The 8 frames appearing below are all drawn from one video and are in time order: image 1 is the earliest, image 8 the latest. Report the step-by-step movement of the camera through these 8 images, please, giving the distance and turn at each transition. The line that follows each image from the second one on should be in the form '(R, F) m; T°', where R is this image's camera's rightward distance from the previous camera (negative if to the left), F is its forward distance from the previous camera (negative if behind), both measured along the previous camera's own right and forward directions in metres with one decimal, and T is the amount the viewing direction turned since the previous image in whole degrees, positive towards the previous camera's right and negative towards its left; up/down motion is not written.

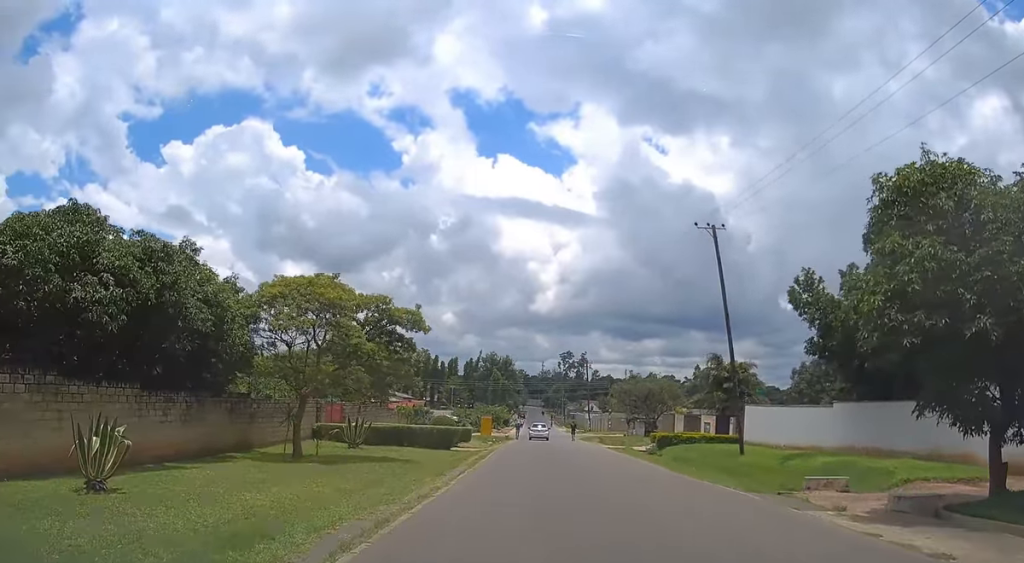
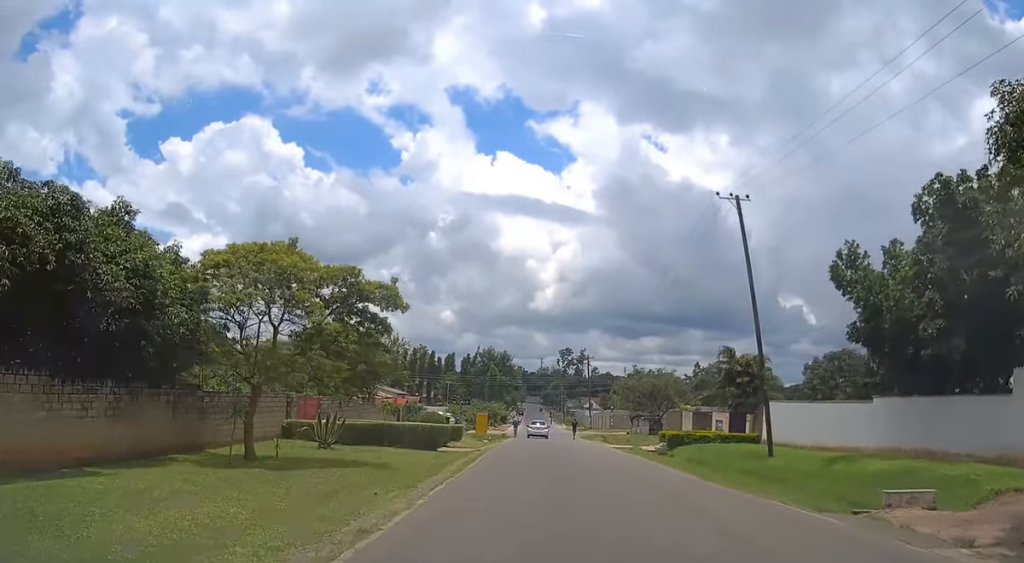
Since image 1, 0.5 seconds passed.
(0.0, +4.2) m; 0°
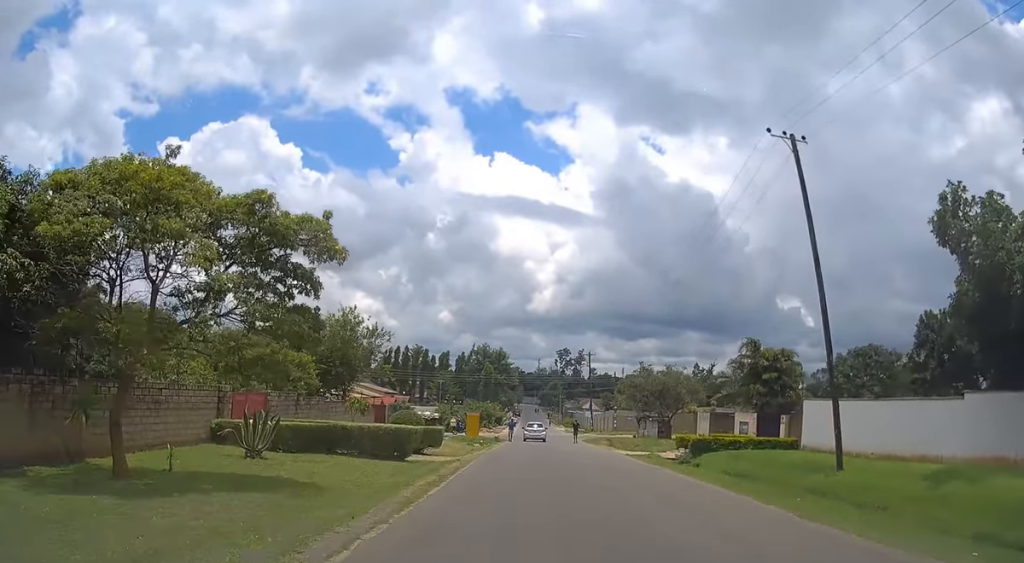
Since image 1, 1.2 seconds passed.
(-0.1, +7.0) m; 0°
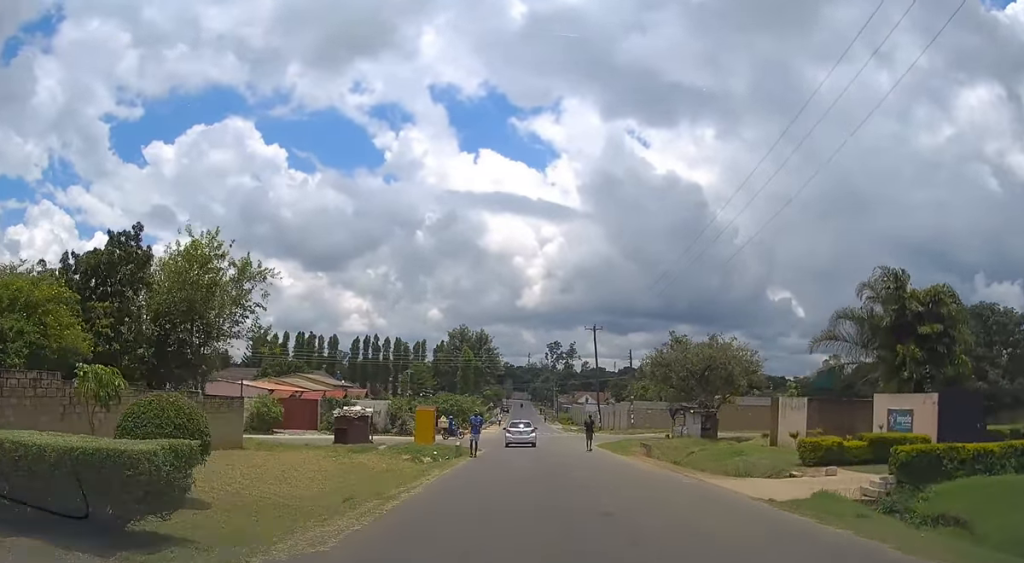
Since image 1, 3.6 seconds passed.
(+0.2, +22.2) m; +1°
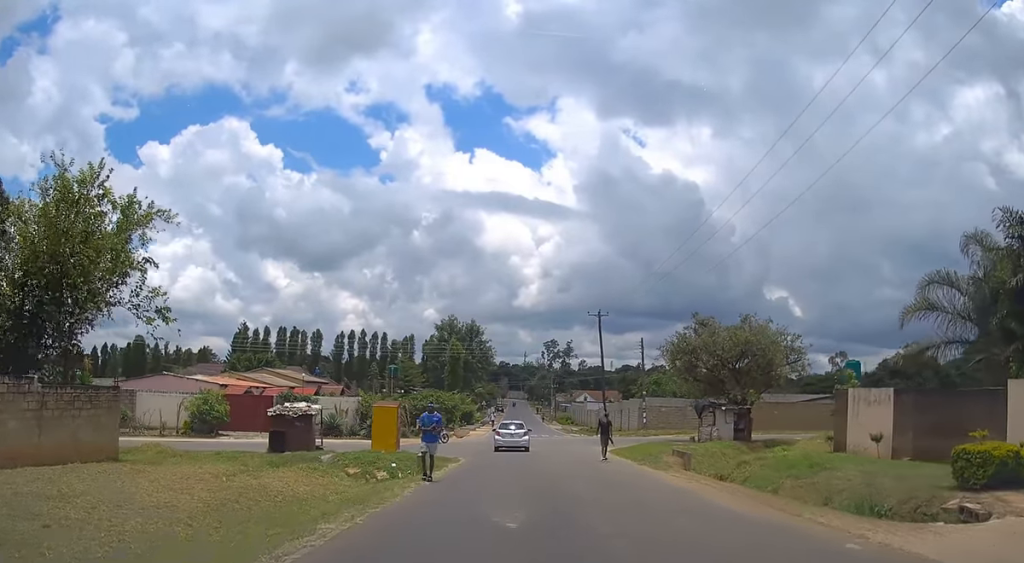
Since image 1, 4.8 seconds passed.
(+0.1, +9.6) m; +1°
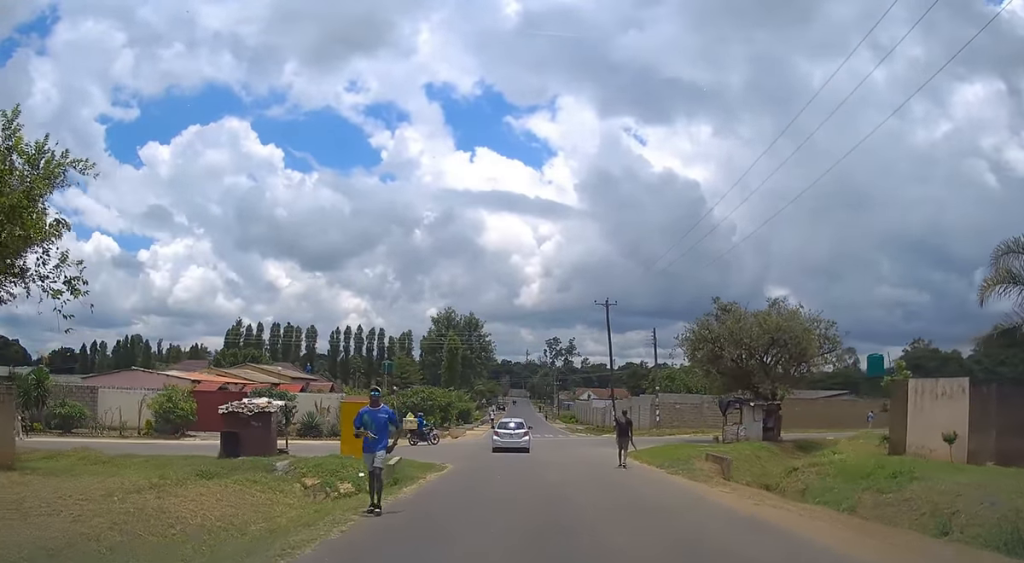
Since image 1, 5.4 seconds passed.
(0.0, +5.0) m; 0°
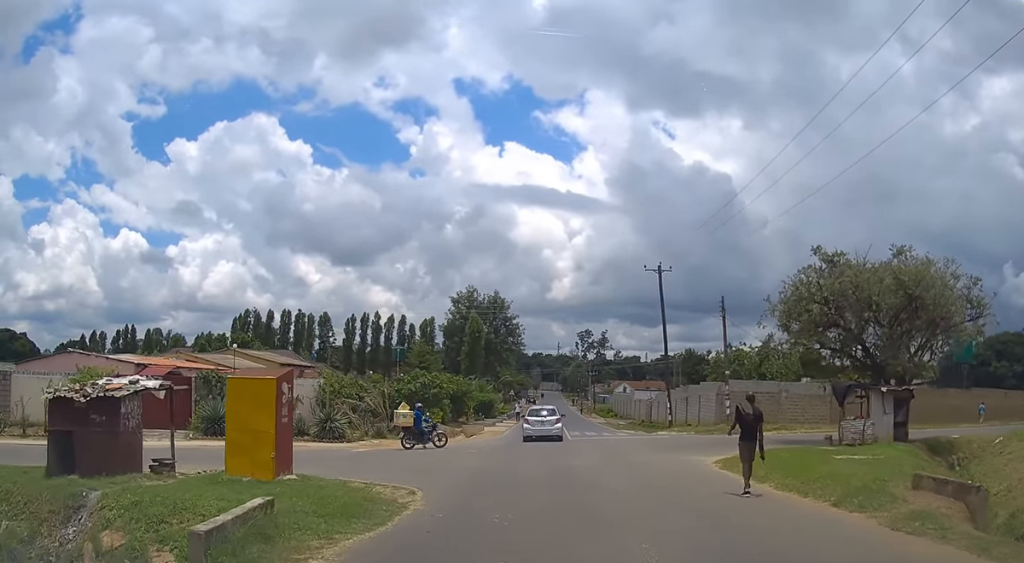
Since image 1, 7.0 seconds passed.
(-0.2, +11.3) m; -3°
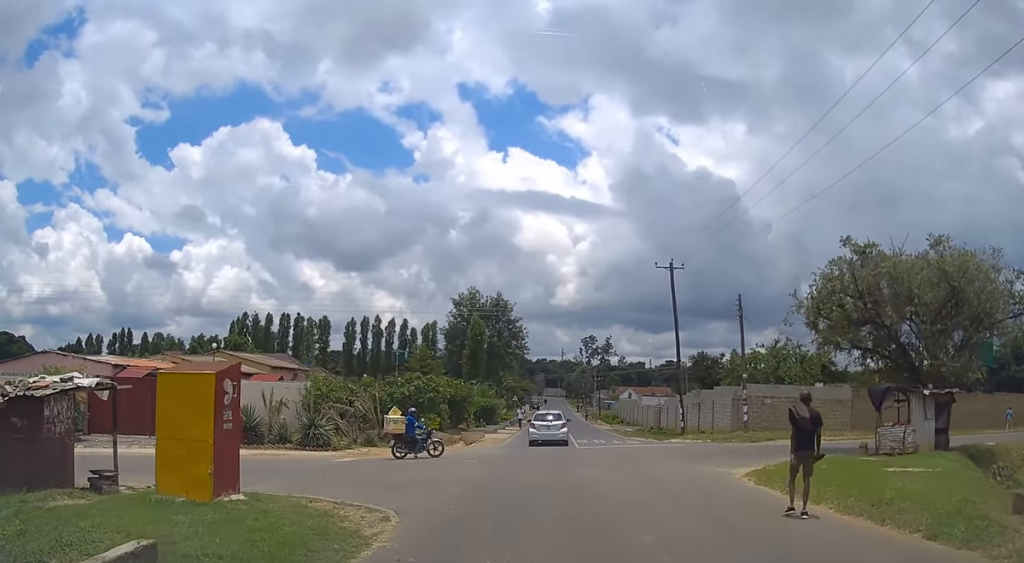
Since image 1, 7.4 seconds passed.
(0.0, +2.8) m; -1°
